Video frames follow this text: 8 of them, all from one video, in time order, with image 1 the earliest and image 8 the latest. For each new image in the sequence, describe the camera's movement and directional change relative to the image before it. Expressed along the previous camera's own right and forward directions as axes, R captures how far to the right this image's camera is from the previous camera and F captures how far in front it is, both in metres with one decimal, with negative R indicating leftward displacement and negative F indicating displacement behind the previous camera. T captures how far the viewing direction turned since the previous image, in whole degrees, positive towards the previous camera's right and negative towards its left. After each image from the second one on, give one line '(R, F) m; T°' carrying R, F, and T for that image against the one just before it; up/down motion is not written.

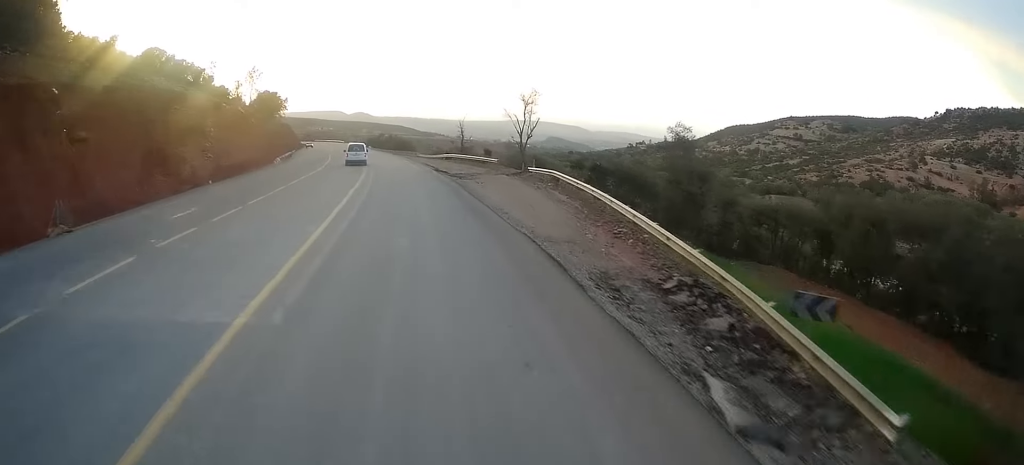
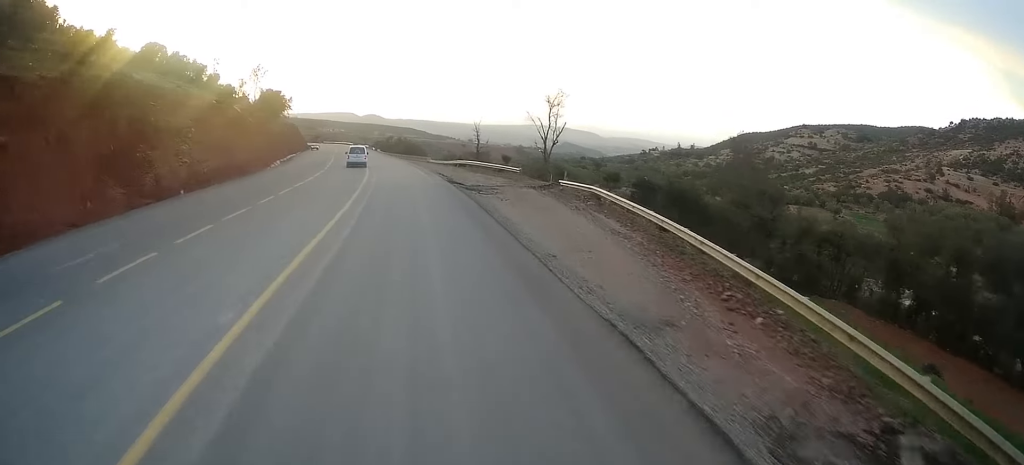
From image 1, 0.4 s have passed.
(+0.1, +7.7) m; 0°
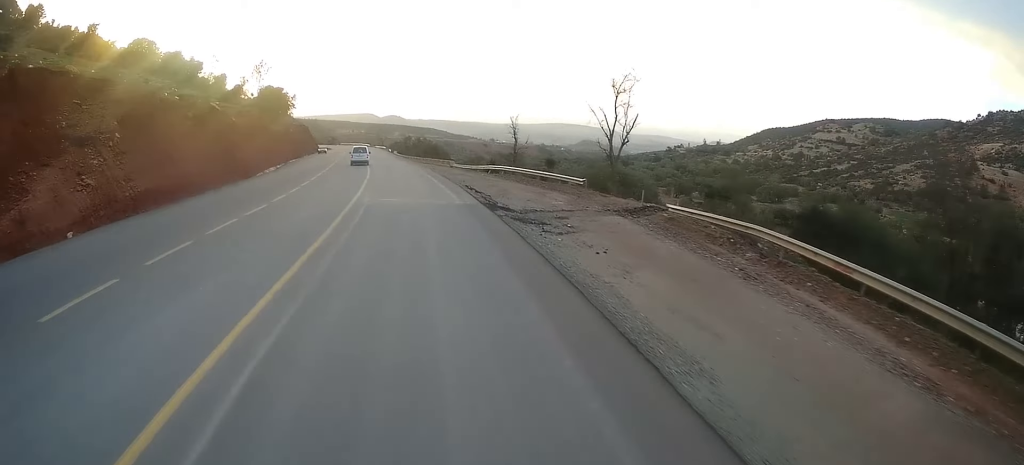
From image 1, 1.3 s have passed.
(+0.4, +15.7) m; -1°
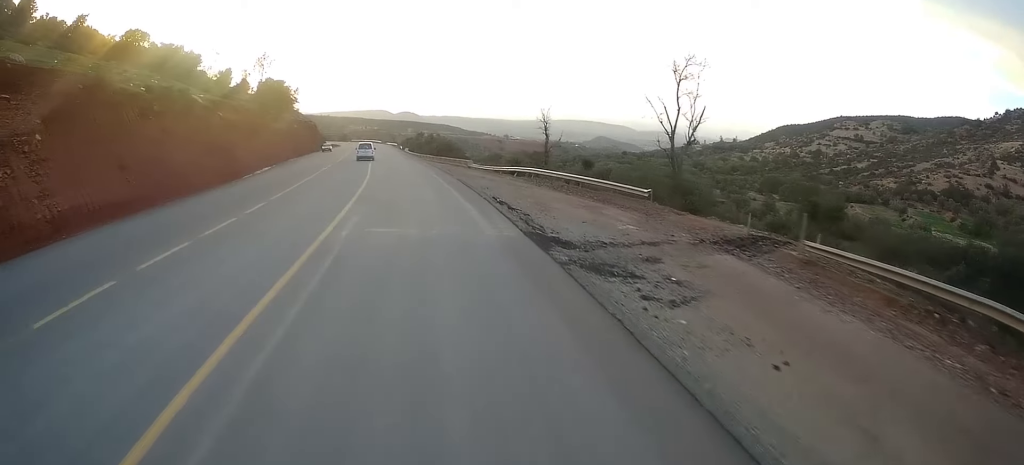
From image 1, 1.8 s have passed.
(-0.5, +9.4) m; -2°
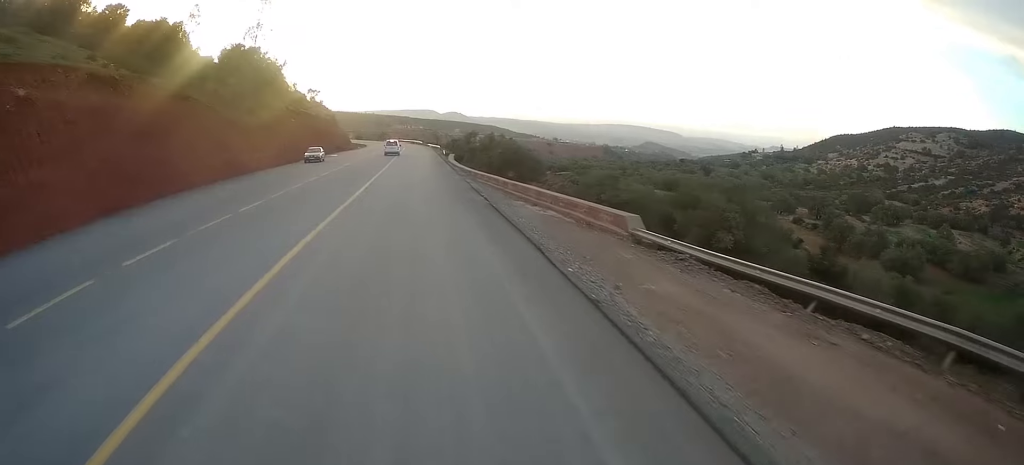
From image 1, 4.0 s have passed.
(-1.4, +40.3) m; -5°
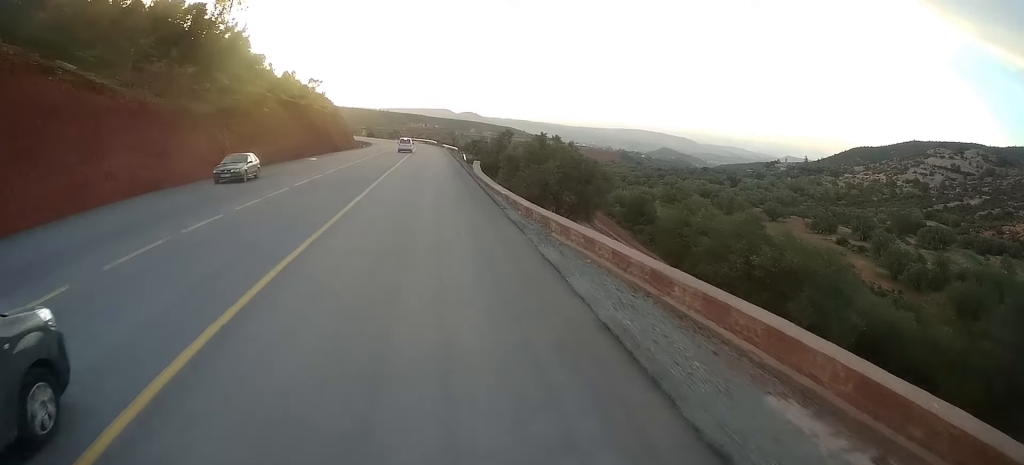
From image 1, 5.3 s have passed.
(-0.9, +22.9) m; -1°
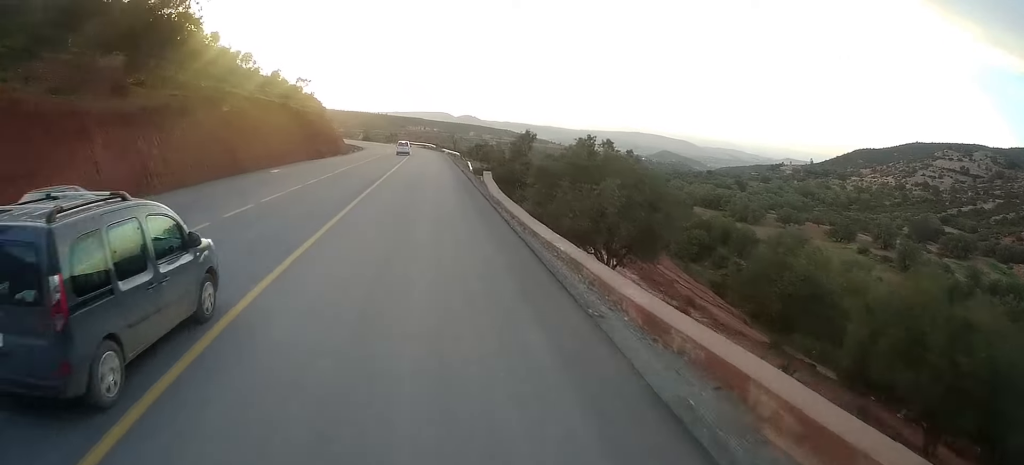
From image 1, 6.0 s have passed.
(+0.4, +13.5) m; +1°
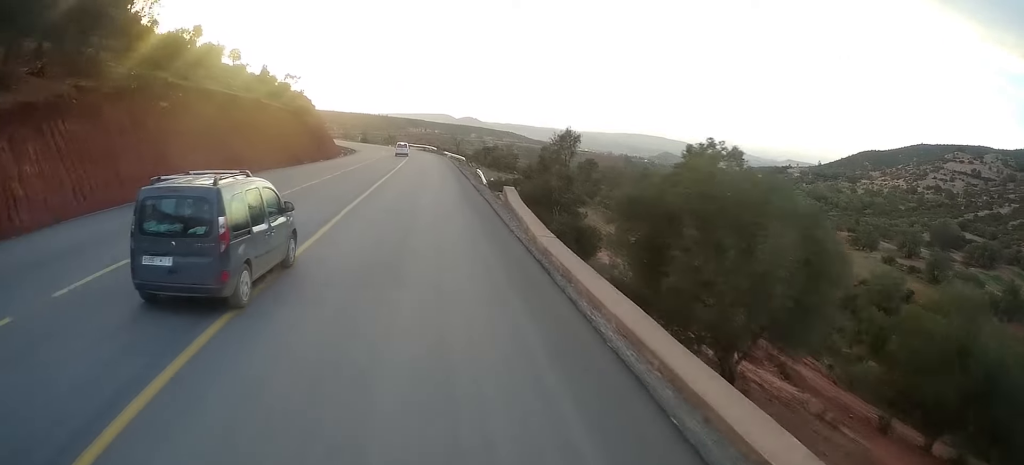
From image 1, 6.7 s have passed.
(-0.1, +13.6) m; -1°
